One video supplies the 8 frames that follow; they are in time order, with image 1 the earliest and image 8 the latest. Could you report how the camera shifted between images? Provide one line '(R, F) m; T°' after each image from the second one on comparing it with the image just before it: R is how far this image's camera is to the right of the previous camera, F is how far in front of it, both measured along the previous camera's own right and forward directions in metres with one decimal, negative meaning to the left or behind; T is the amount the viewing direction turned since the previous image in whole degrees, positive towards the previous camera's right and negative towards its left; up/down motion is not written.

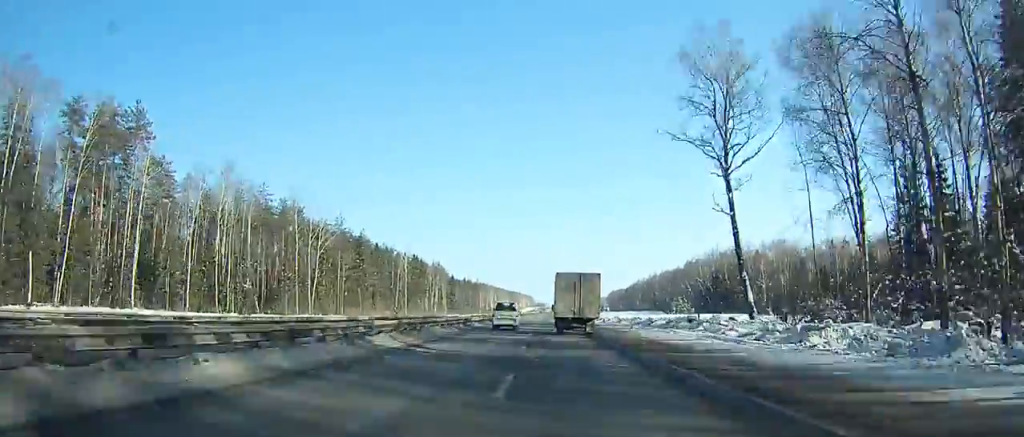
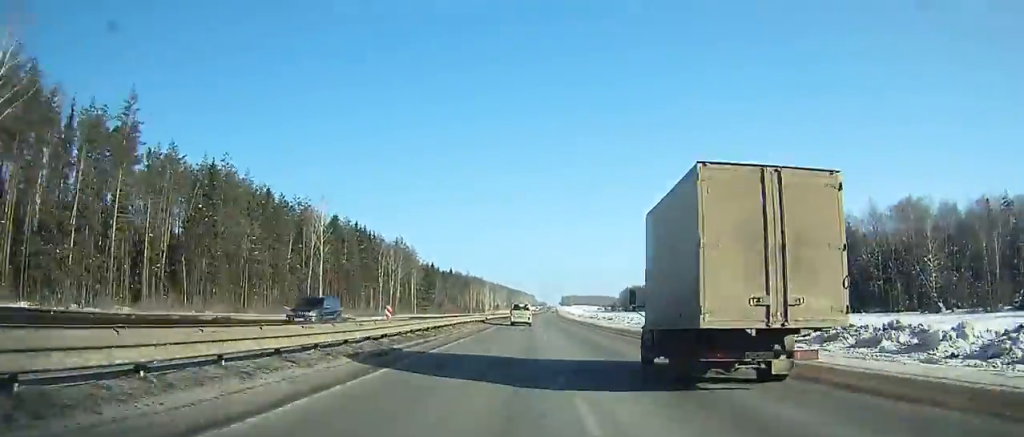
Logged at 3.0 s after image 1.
(-0.6, +84.8) m; 0°
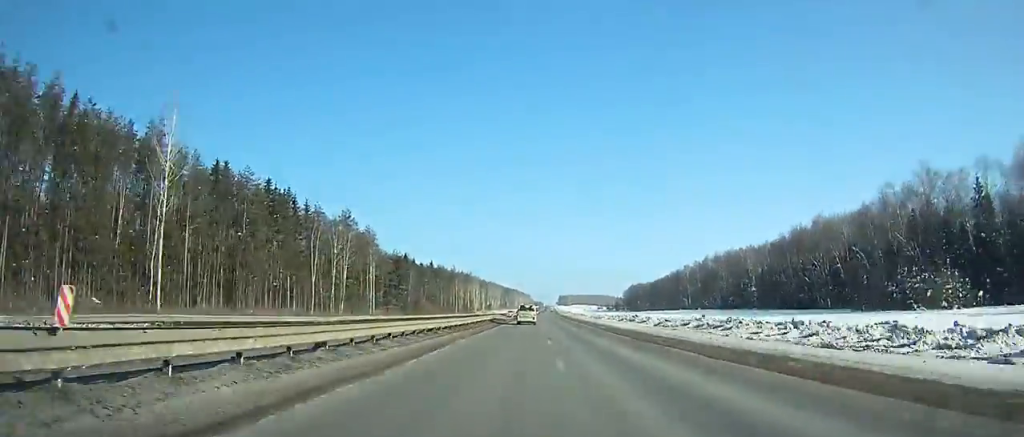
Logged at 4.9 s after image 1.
(-0.1, +53.9) m; +1°
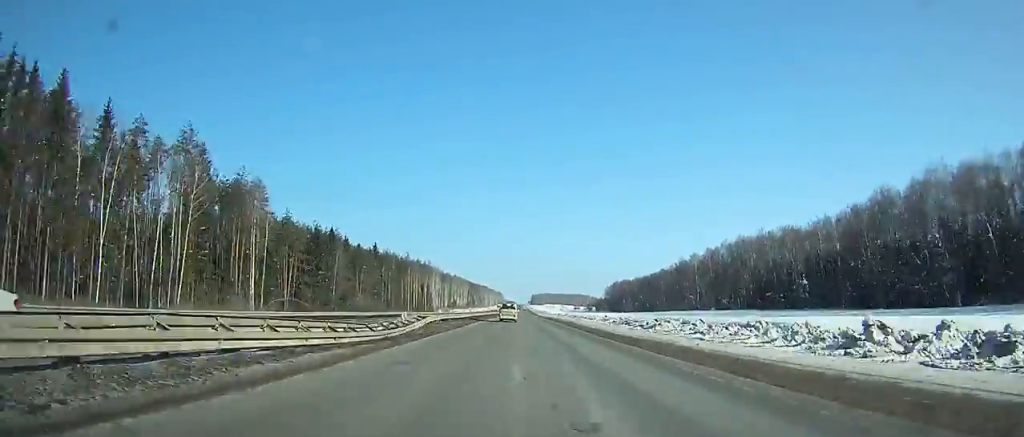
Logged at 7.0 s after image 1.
(+0.7, +59.4) m; +1°
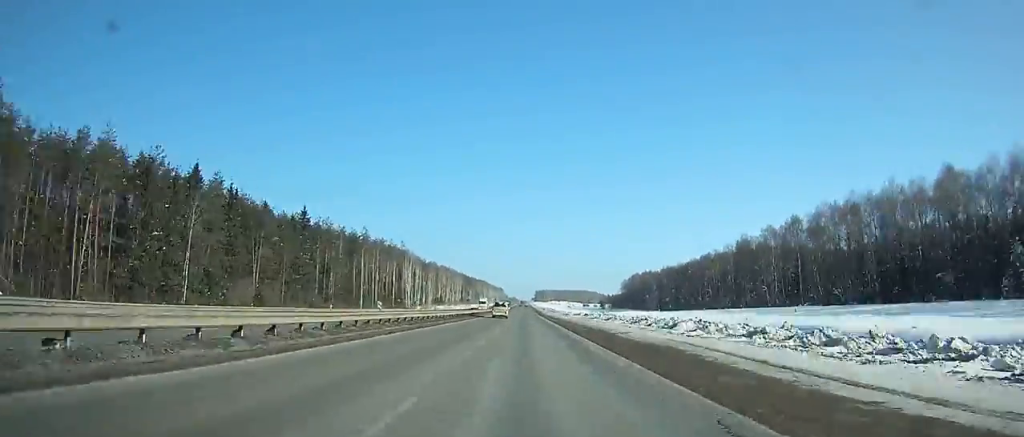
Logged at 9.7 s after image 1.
(+0.8, +75.7) m; 0°
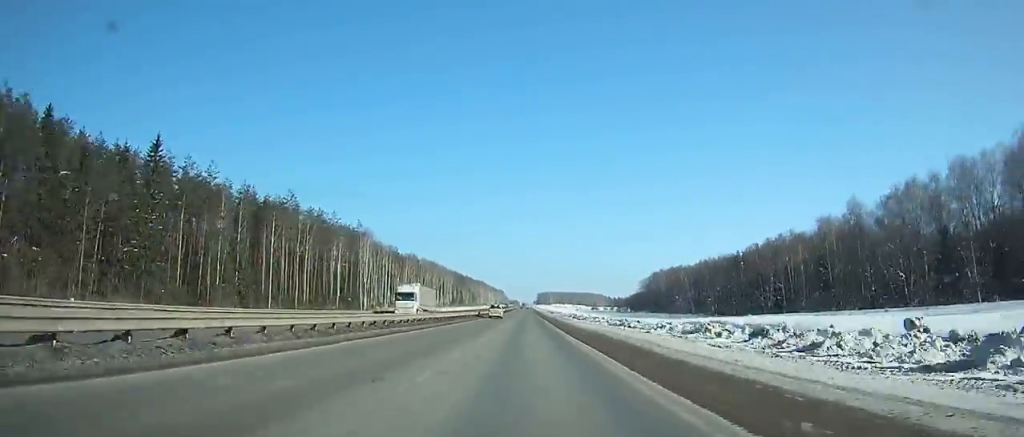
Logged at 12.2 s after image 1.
(-0.2, +69.3) m; 0°
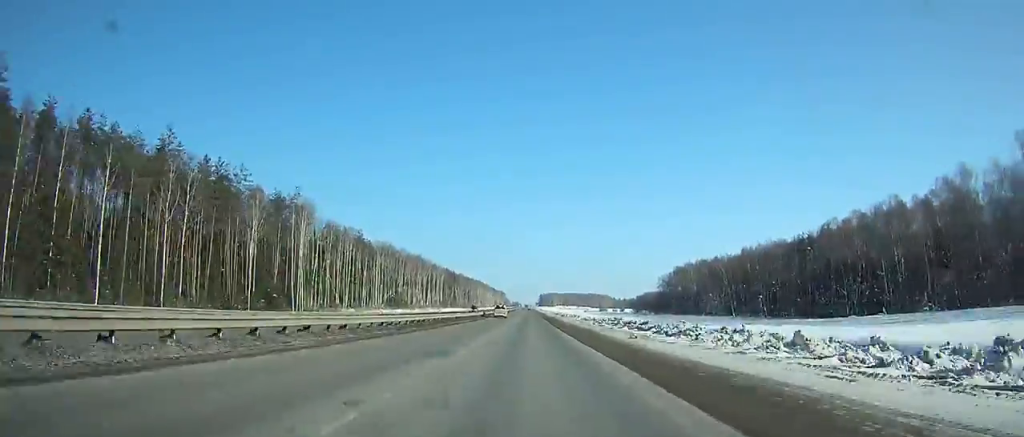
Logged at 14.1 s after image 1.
(-0.2, +52.3) m; 0°
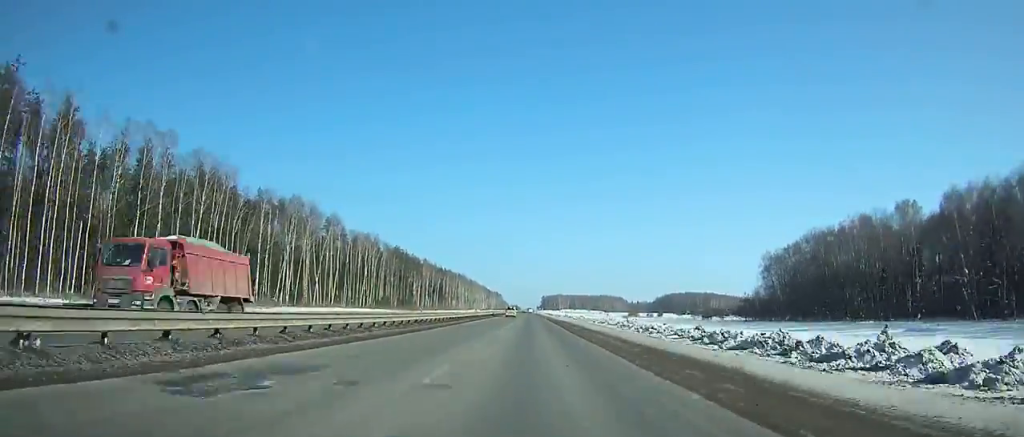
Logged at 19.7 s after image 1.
(0.0, +153.1) m; 0°
